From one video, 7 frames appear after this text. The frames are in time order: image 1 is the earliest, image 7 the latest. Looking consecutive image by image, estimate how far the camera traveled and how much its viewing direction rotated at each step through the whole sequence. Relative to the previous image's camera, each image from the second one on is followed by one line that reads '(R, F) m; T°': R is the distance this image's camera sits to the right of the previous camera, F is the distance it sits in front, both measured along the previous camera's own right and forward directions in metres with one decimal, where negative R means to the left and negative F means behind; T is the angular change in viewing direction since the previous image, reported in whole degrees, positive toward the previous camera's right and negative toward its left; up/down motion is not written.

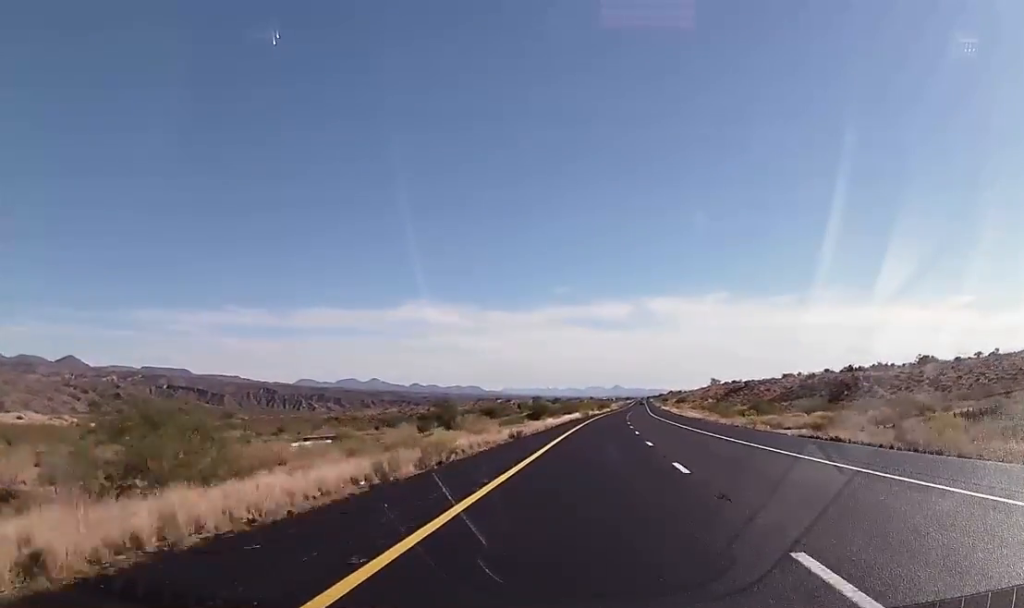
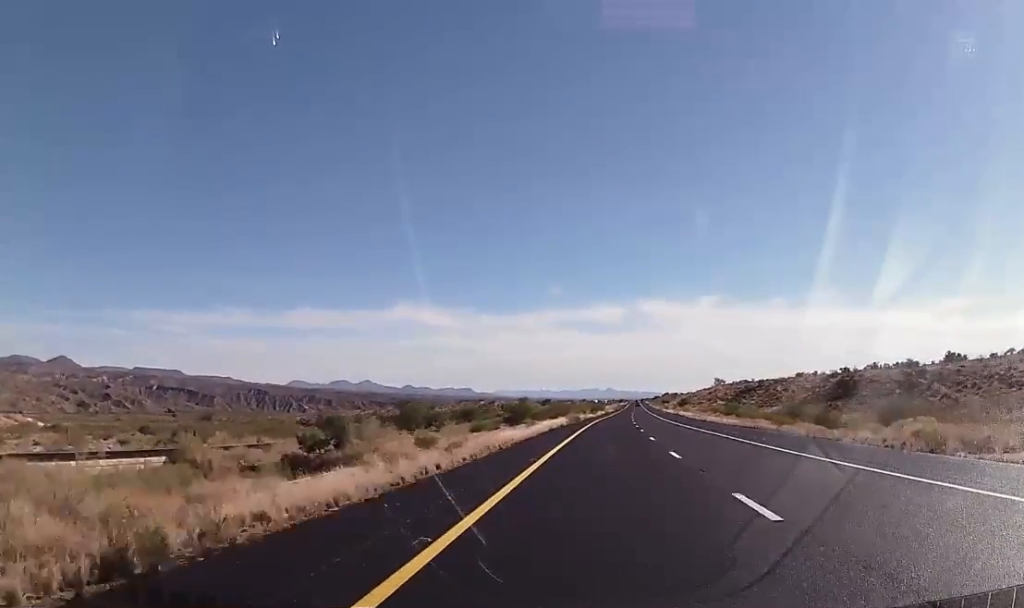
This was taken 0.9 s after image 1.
(0.0, +31.4) m; +1°
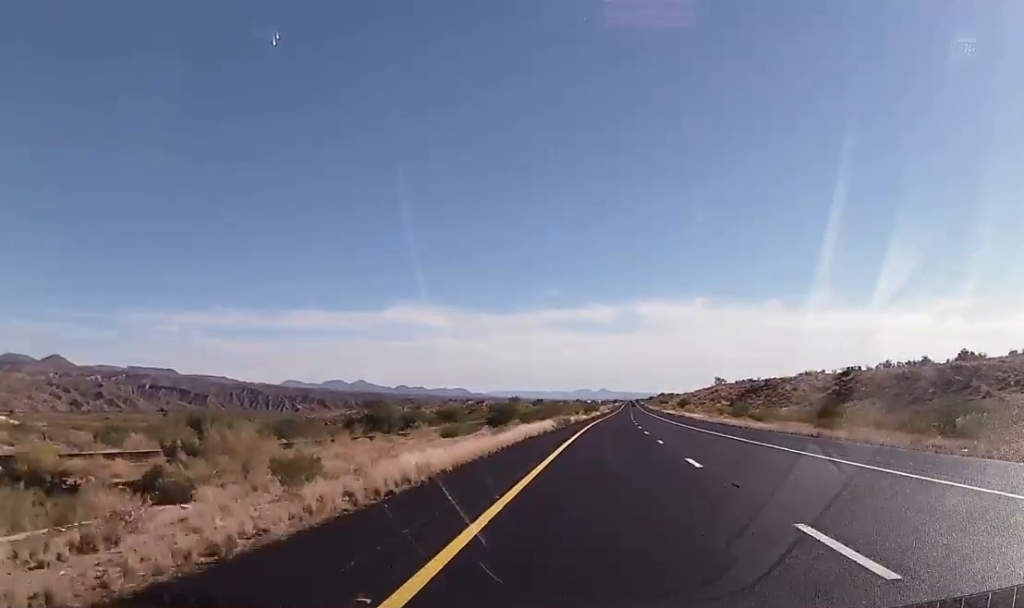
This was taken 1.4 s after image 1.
(-0.2, +15.7) m; +1°
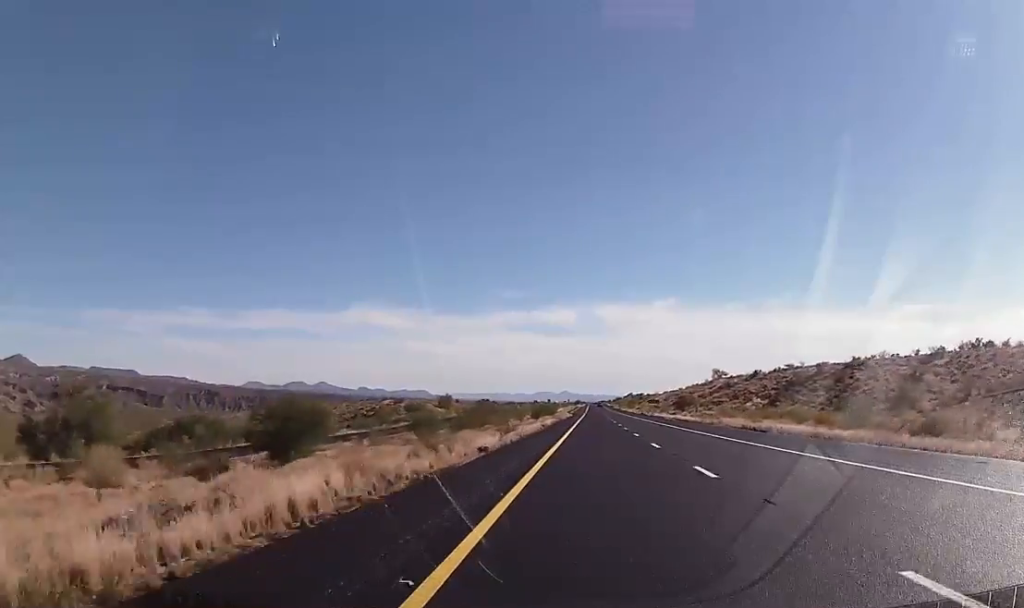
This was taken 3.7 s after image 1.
(+2.3, +77.3) m; +2°
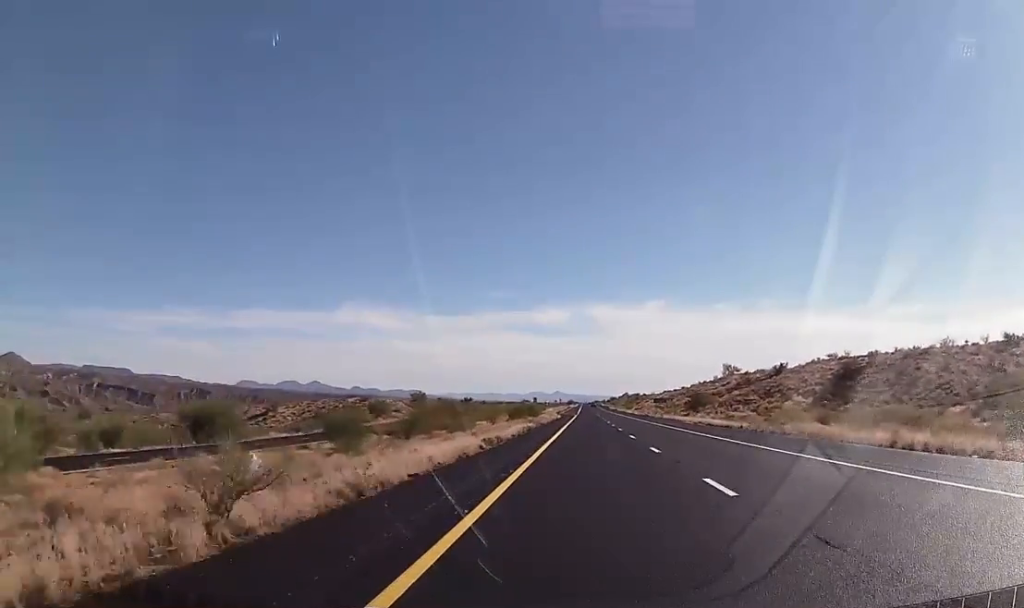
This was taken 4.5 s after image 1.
(-0.1, +29.2) m; +1°
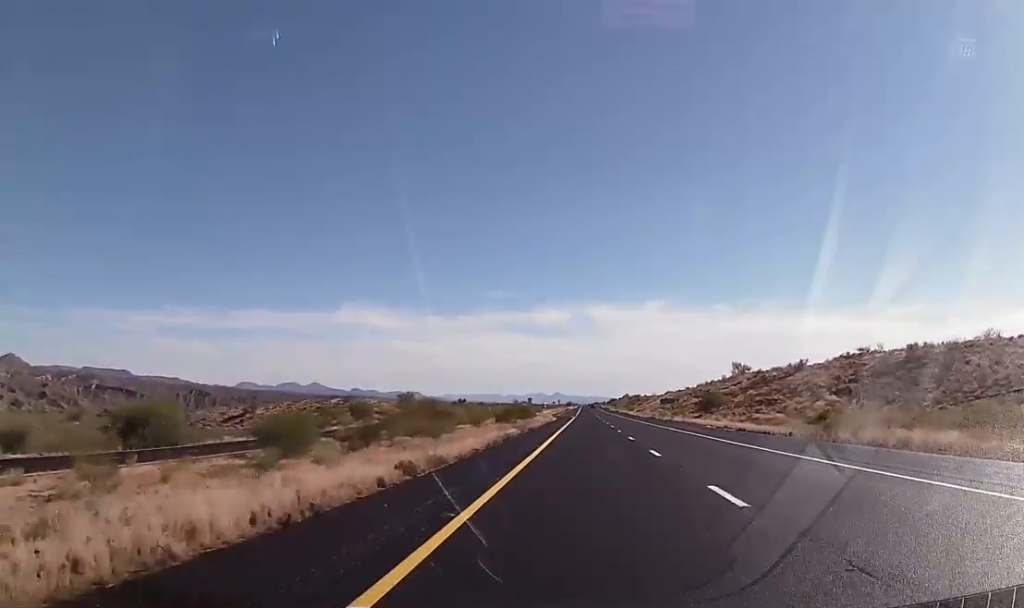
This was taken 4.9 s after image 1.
(+0.2, +14.4) m; +1°
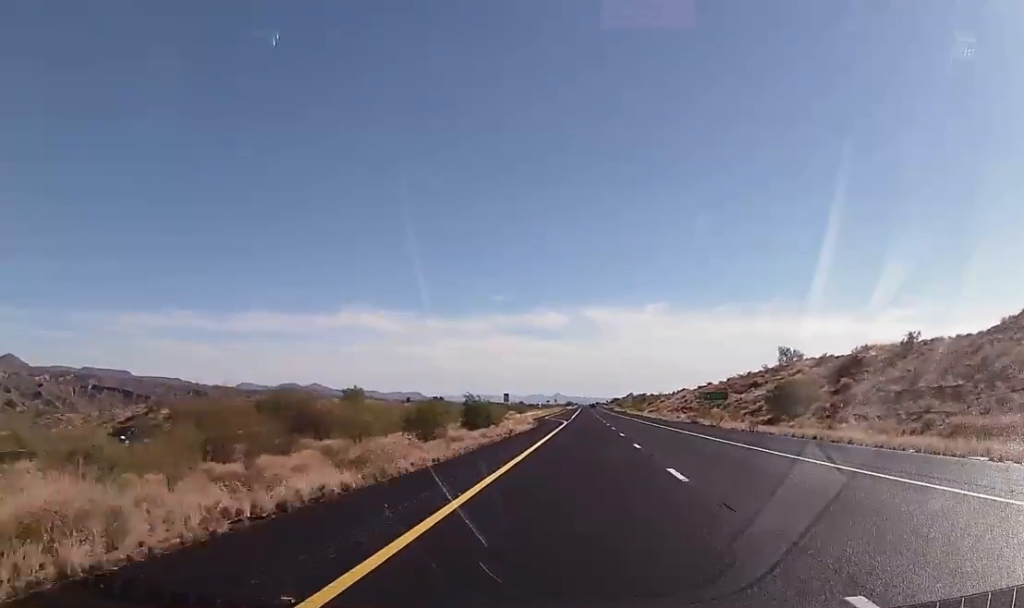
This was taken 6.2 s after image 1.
(+0.8, +49.6) m; +1°
